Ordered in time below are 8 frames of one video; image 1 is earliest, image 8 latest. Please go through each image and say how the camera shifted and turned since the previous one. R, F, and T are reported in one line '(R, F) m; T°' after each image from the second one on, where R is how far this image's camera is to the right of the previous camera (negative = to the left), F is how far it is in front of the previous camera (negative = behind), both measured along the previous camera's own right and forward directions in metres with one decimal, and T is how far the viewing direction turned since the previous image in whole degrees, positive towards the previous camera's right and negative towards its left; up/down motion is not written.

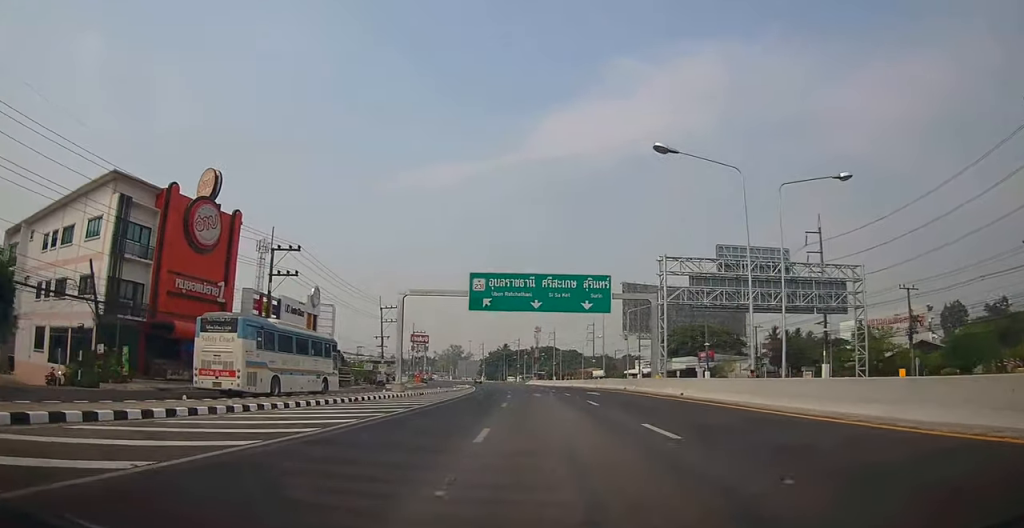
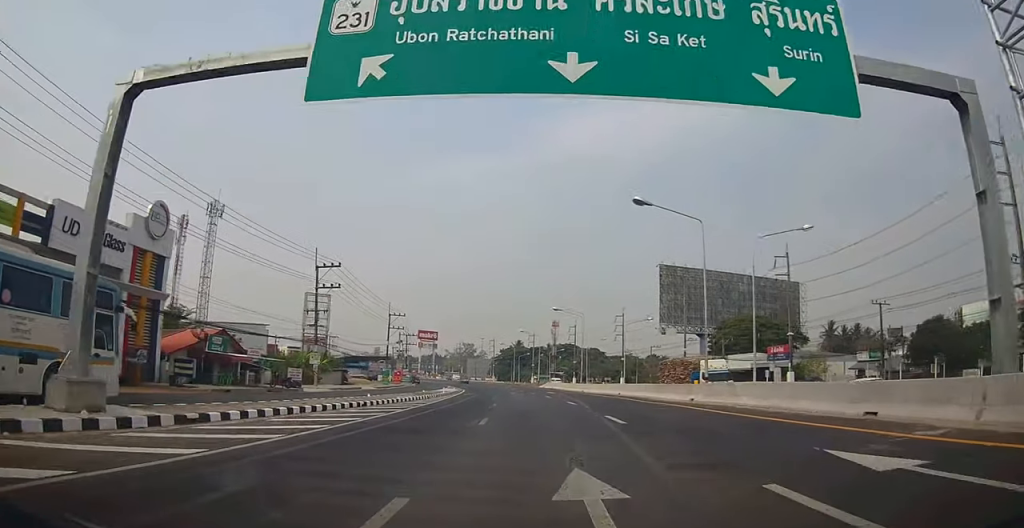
(-0.4, +32.2) m; +1°
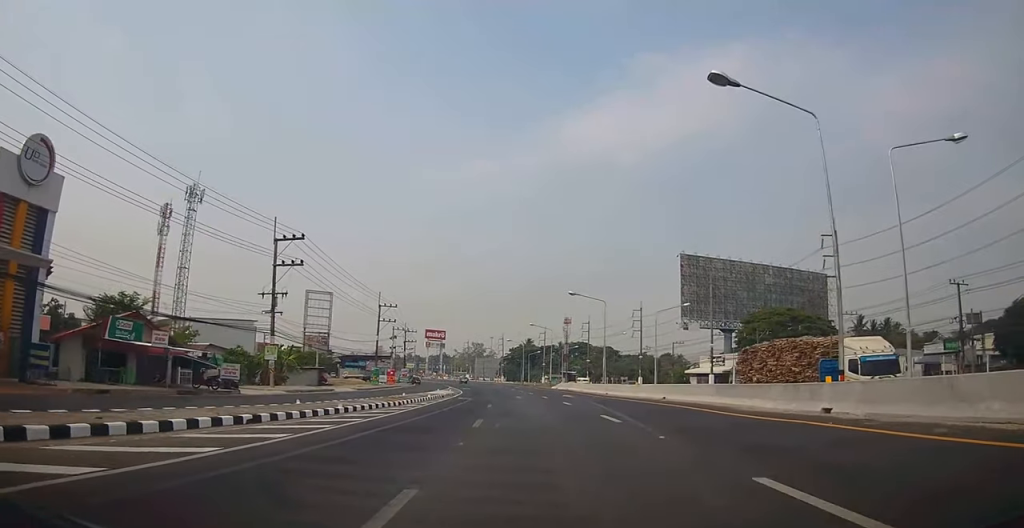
(+0.1, +11.7) m; 0°
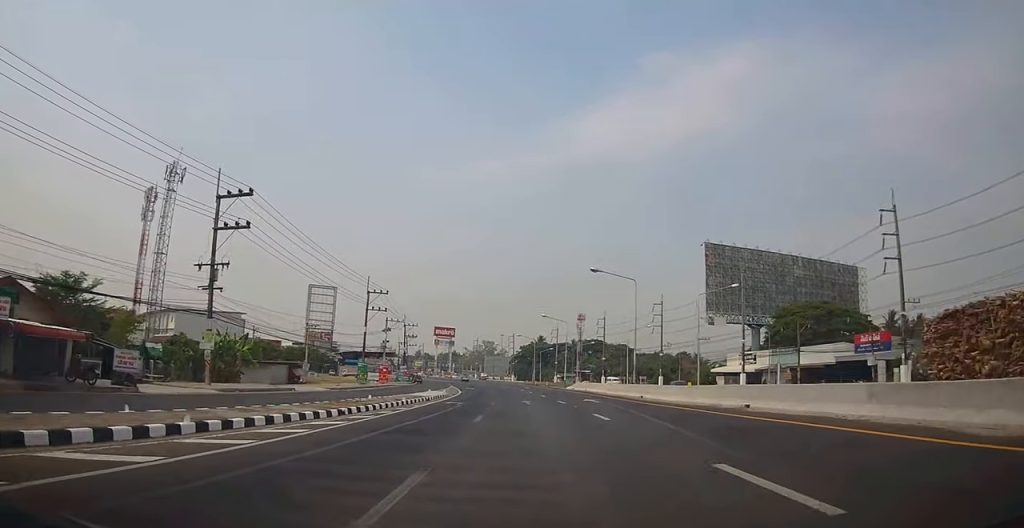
(+0.4, +10.8) m; -2°
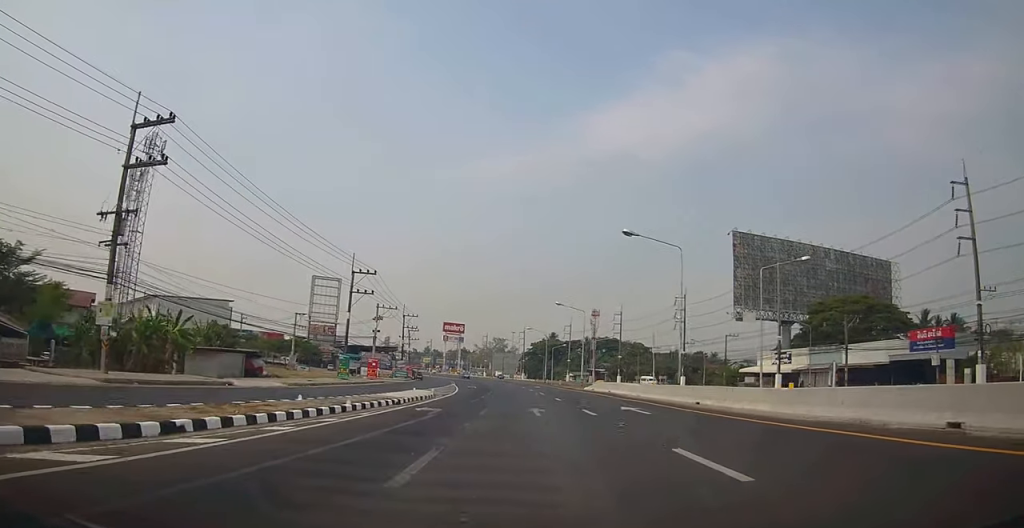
(-0.6, +10.1) m; -2°
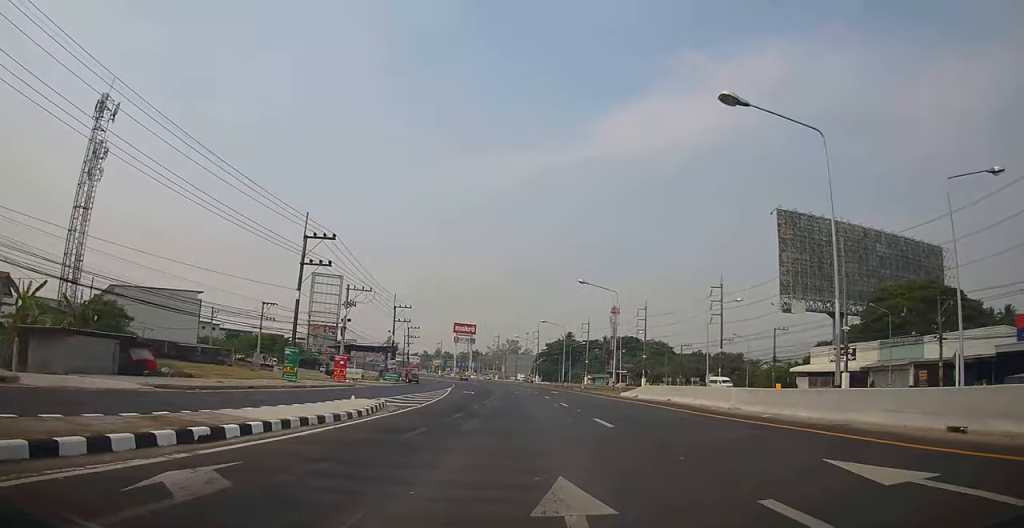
(-0.5, +15.6) m; -2°
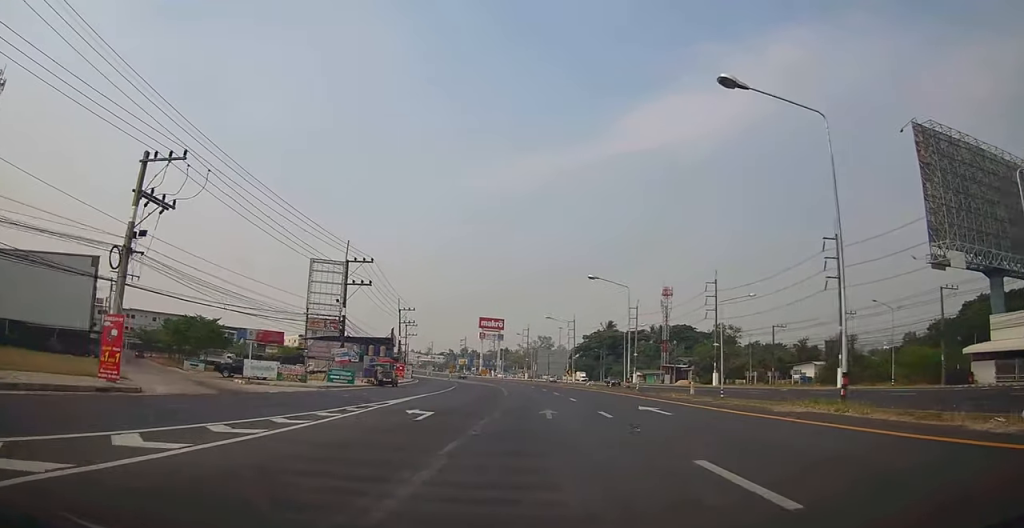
(+0.1, +33.5) m; -1°
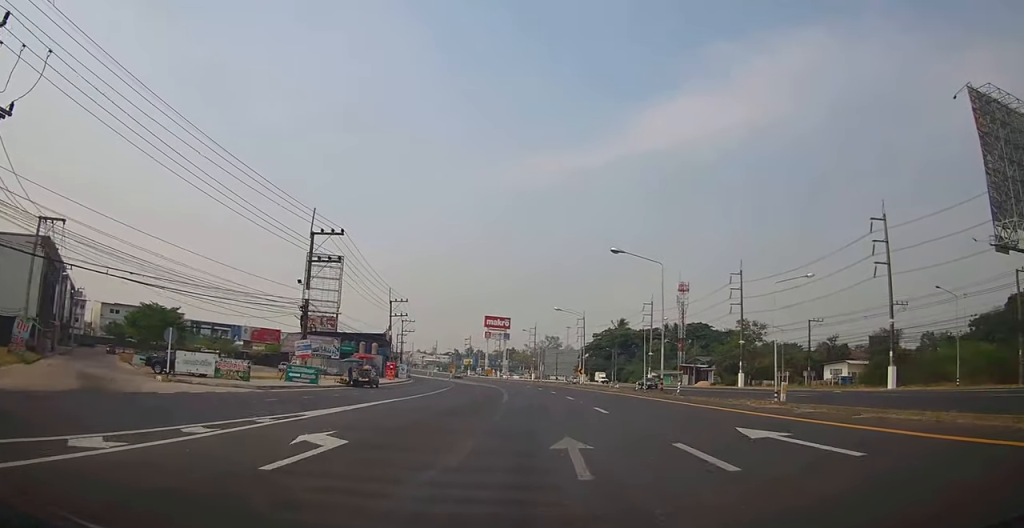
(0.0, +10.4) m; -1°
